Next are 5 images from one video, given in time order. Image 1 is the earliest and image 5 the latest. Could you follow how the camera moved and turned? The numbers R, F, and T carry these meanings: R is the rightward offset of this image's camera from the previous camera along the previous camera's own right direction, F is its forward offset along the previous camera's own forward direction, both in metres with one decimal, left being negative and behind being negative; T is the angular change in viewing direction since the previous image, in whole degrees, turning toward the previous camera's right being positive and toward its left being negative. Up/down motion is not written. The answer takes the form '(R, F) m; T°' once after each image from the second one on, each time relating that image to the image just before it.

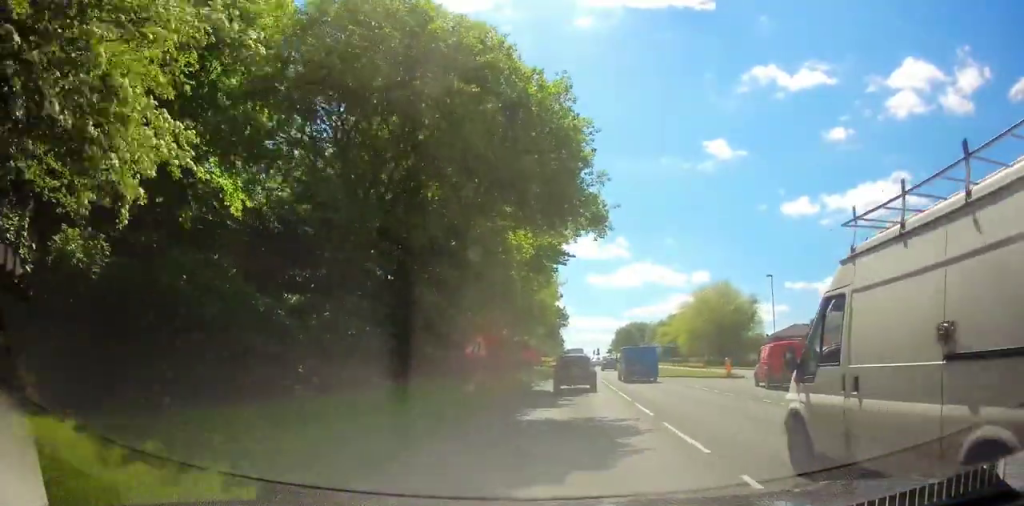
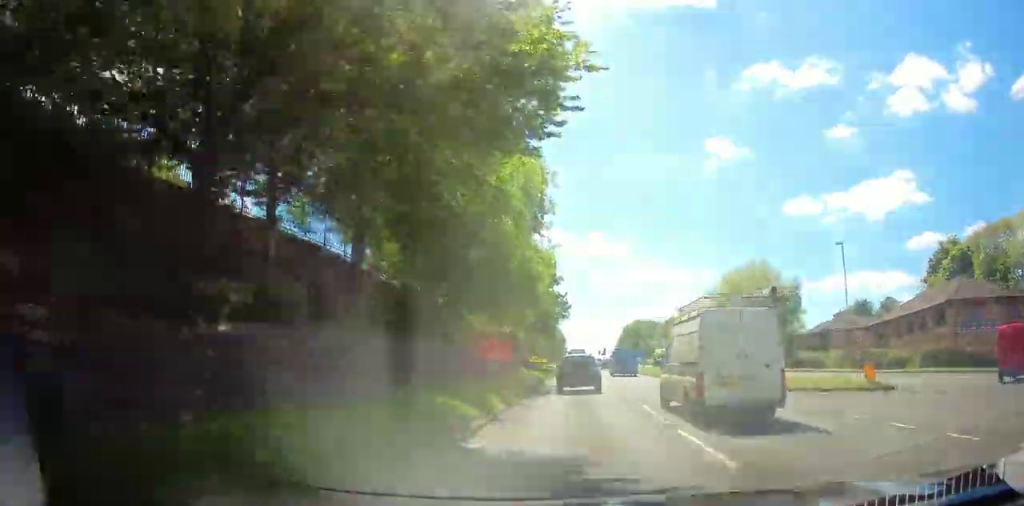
(+0.5, +16.9) m; -1°
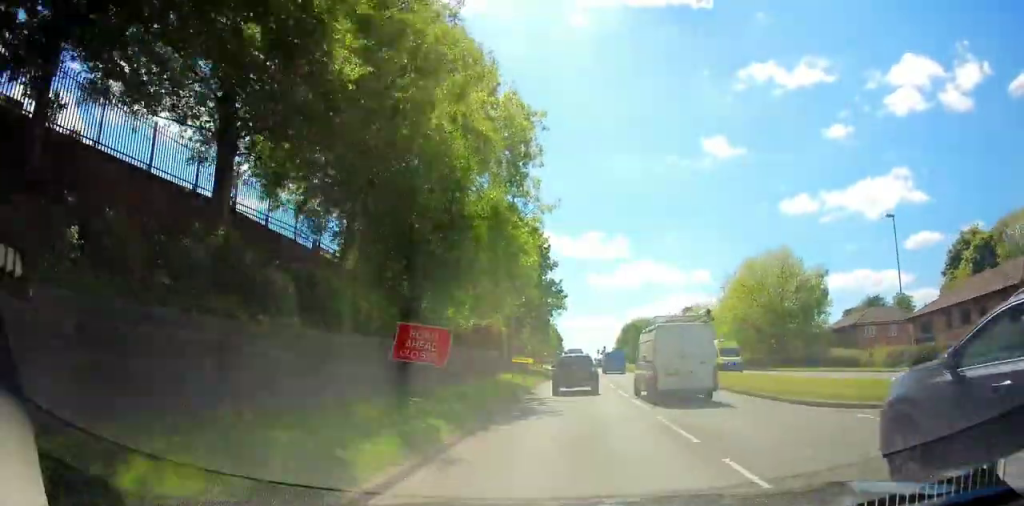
(-0.6, +8.4) m; -1°
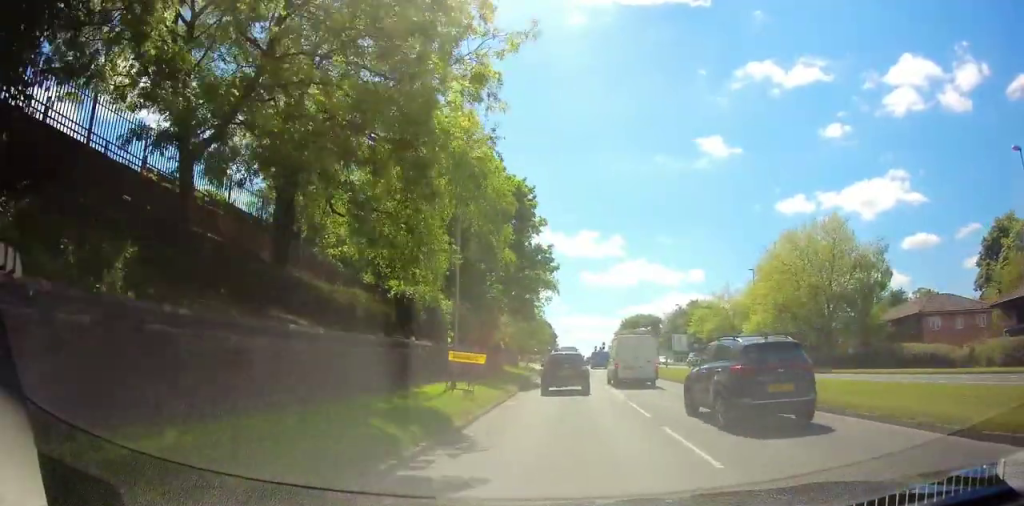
(+1.0, +14.6) m; +5°
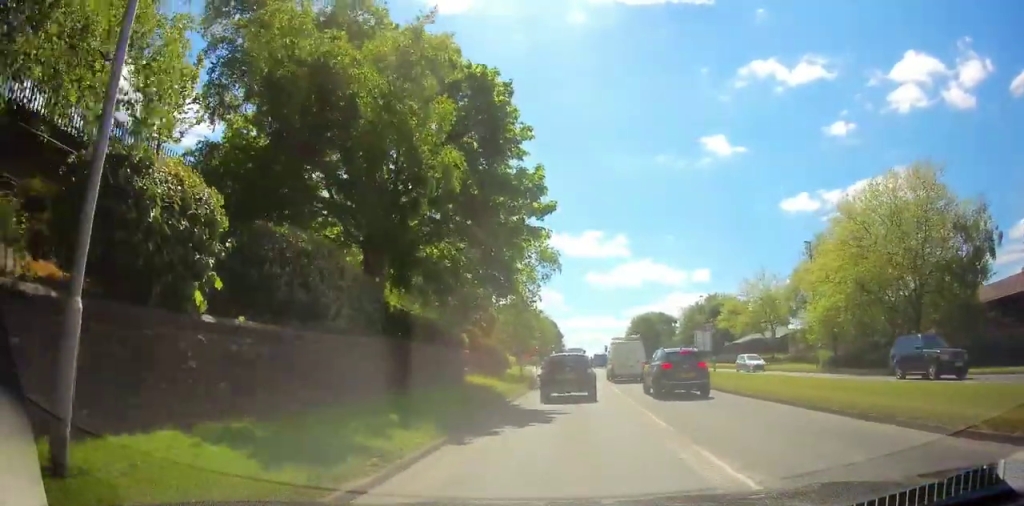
(+0.1, +13.5) m; +1°
